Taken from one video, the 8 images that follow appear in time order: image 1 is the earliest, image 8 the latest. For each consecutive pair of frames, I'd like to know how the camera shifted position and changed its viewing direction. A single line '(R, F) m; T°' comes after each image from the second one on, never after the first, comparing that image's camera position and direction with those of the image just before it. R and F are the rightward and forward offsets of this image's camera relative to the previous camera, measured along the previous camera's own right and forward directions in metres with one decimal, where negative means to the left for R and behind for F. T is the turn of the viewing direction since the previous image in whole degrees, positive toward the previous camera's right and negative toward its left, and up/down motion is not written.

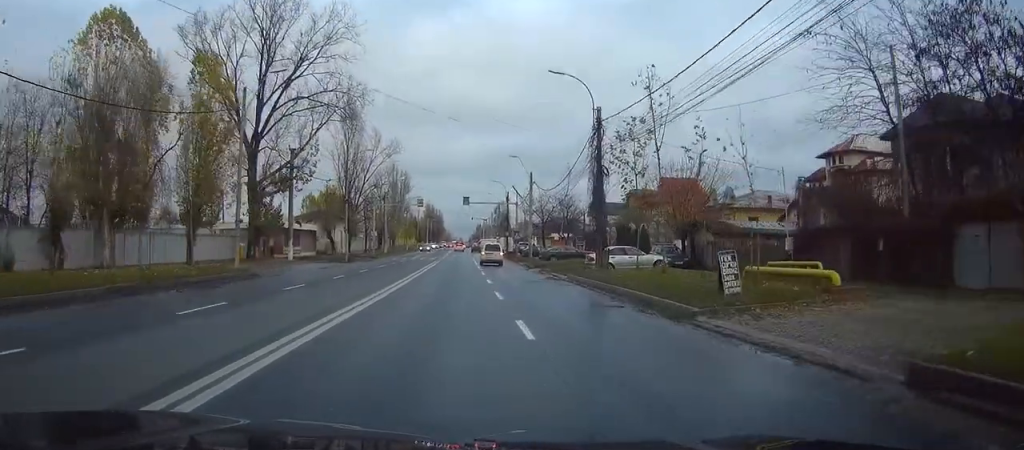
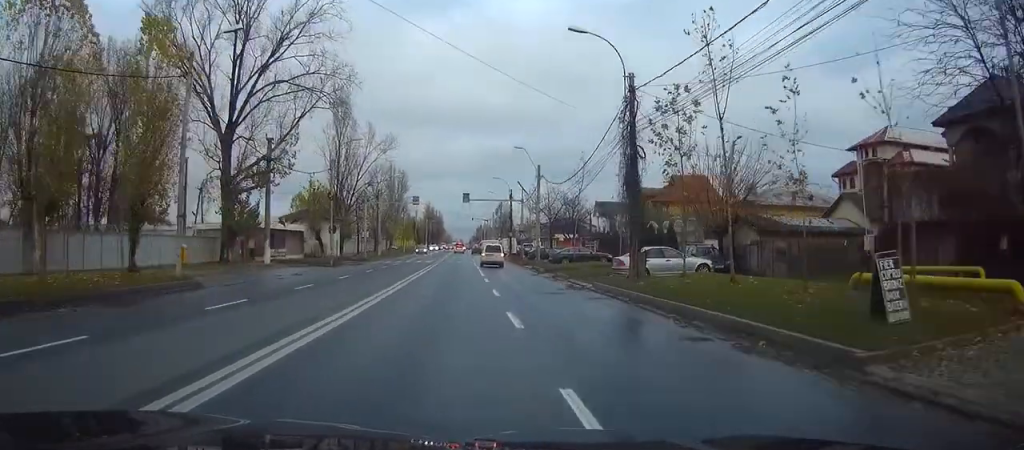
(0.0, +7.2) m; 0°
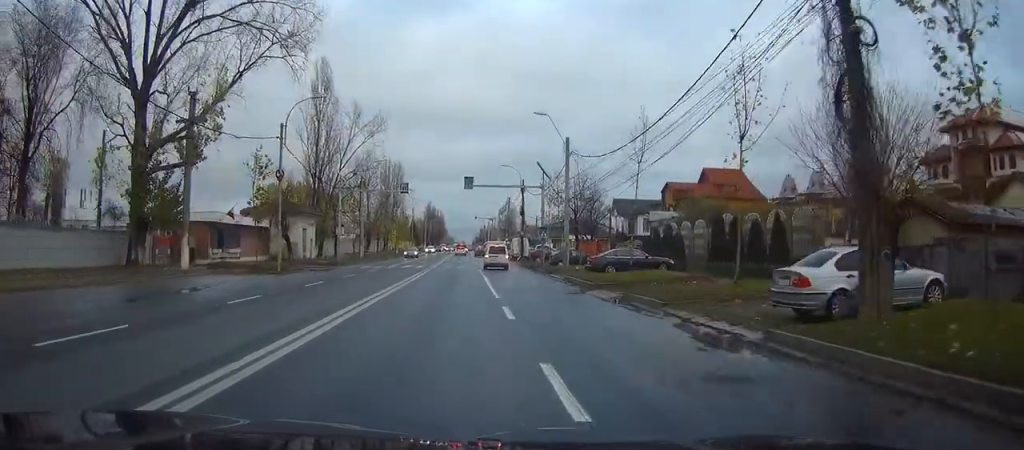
(-0.1, +16.6) m; 0°
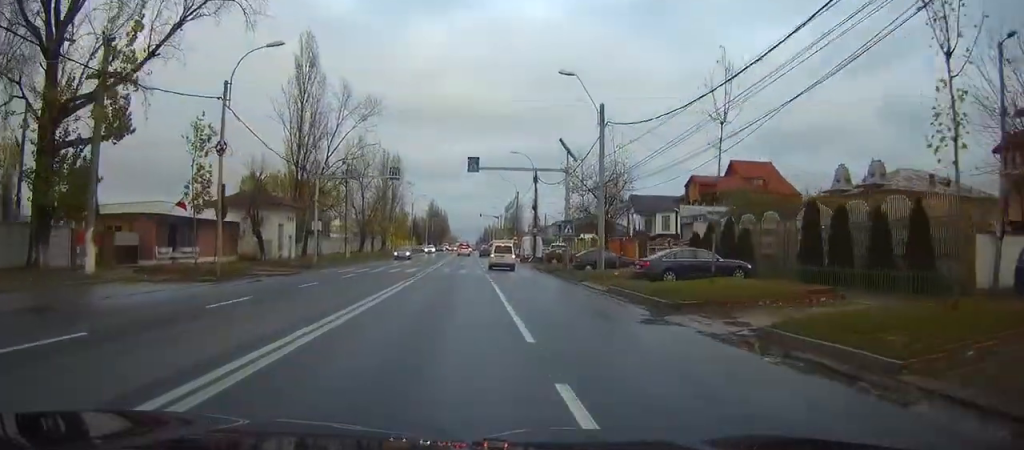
(+0.1, +10.7) m; 0°
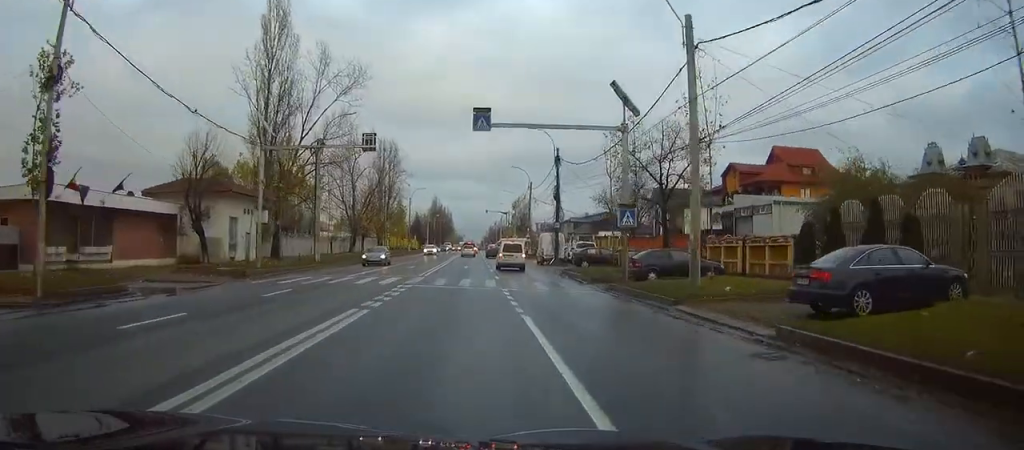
(0.0, +14.2) m; 0°
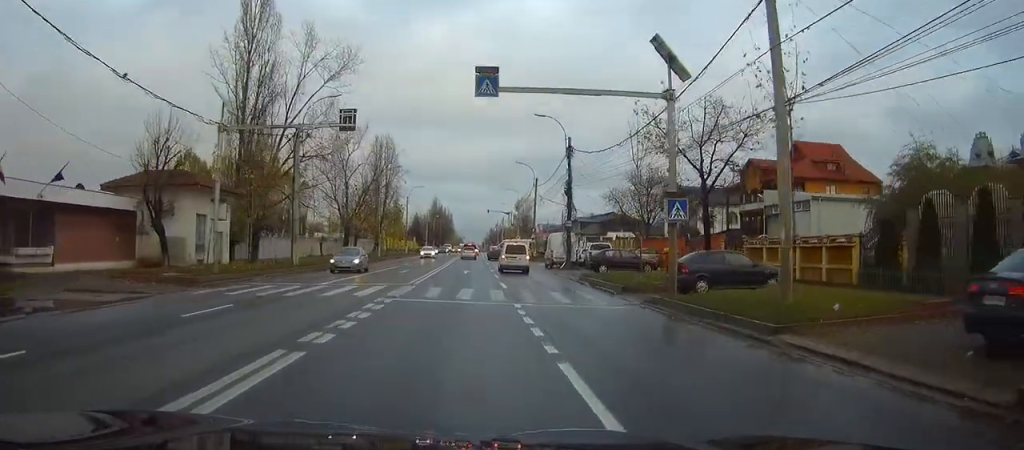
(0.0, +6.5) m; 0°
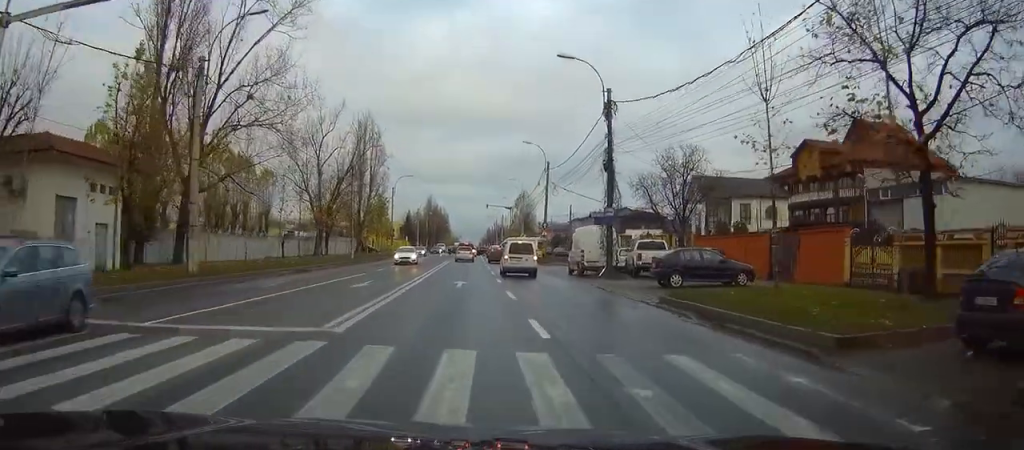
(0.0, +16.0) m; 0°
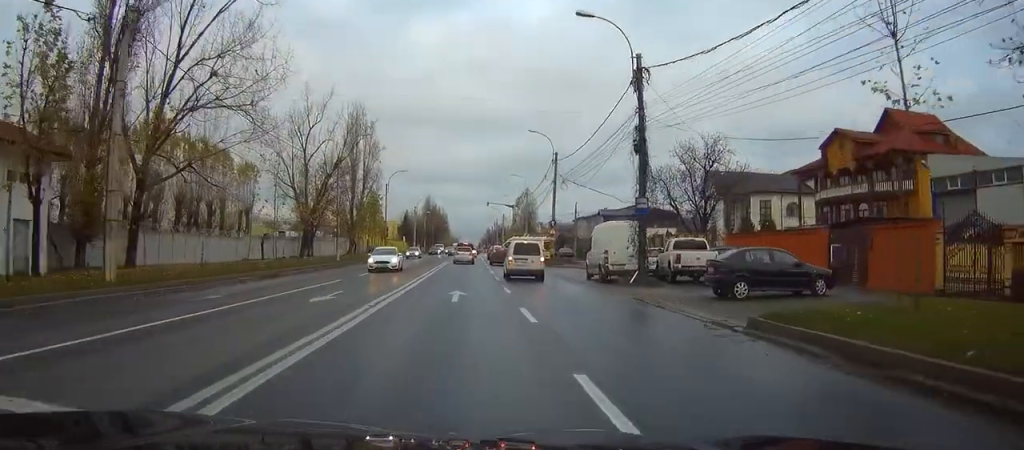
(+0.1, +6.9) m; 0°
